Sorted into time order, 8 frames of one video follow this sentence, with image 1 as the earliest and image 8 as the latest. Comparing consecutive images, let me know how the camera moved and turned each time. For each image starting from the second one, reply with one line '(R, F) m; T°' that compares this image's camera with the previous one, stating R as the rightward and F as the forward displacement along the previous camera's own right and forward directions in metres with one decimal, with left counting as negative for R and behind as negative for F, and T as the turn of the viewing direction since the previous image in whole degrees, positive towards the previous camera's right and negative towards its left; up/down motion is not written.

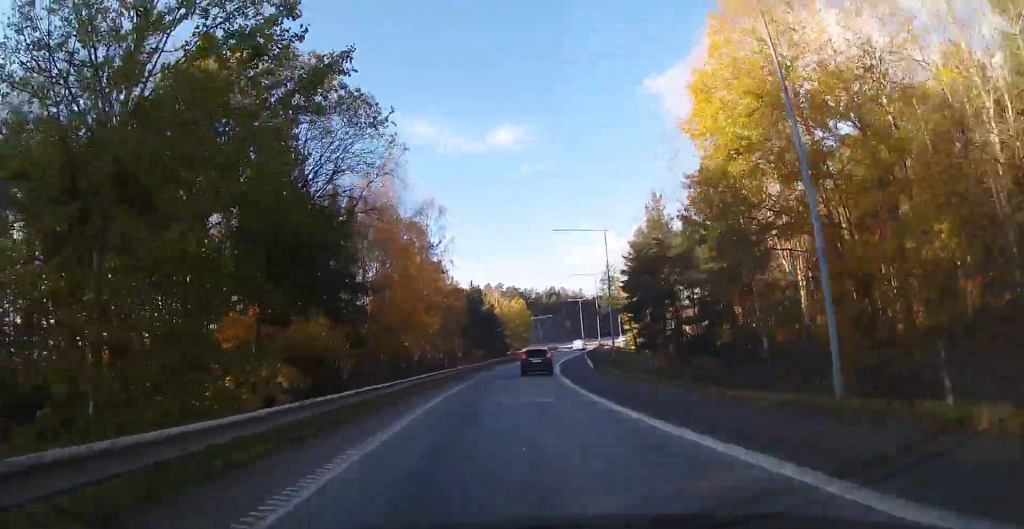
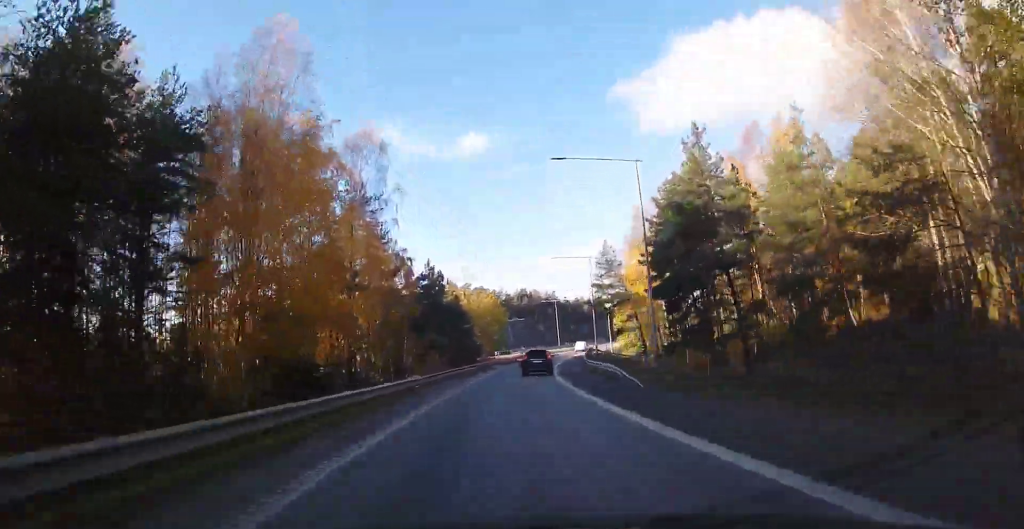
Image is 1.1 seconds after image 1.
(+0.6, +18.6) m; +2°
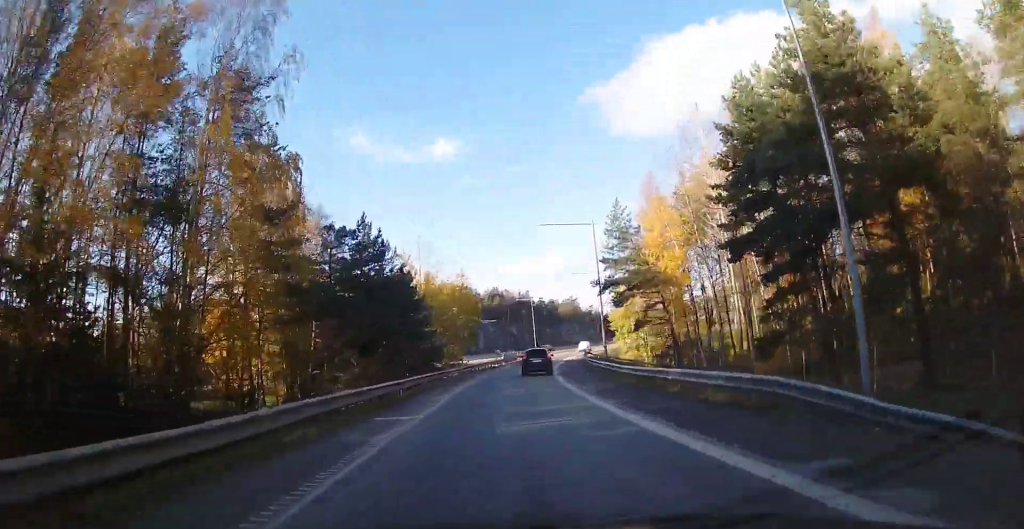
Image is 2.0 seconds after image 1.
(+0.2, +17.7) m; +3°
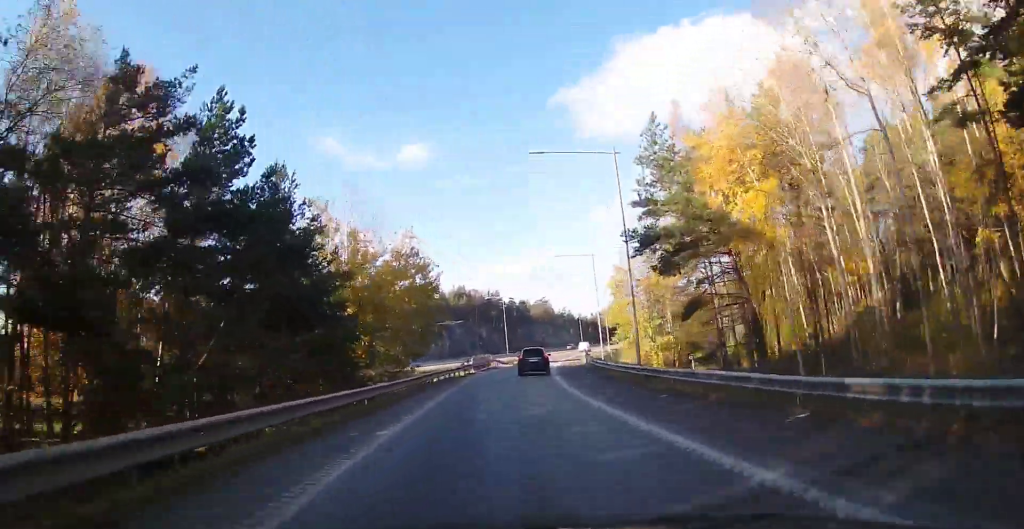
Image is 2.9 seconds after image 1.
(+0.6, +17.3) m; +4°
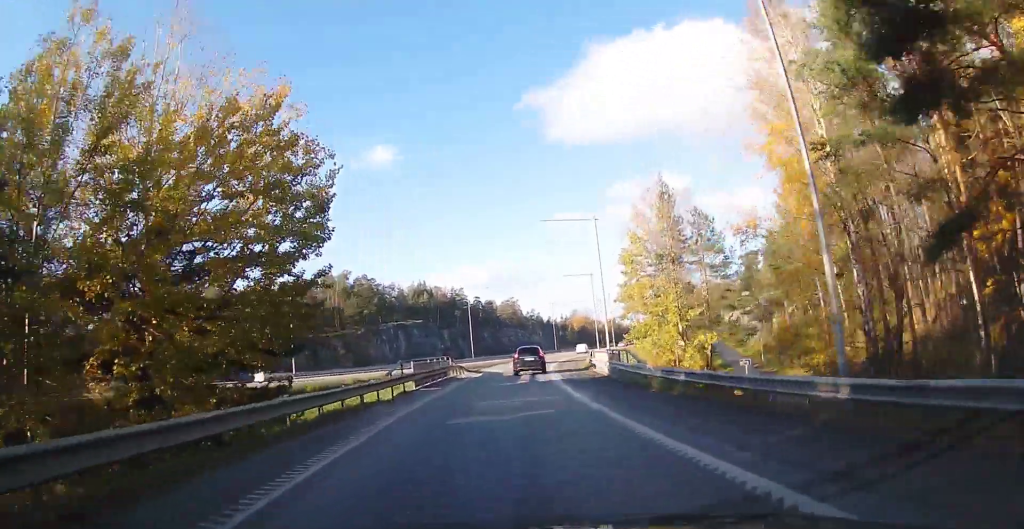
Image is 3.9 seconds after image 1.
(+0.7, +19.1) m; +4°
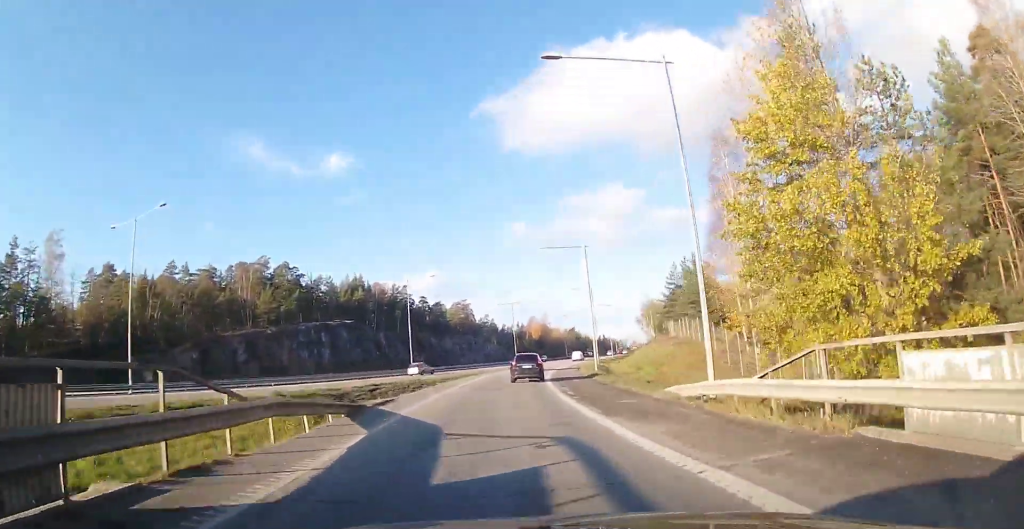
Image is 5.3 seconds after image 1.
(+1.3, +28.2) m; +5°
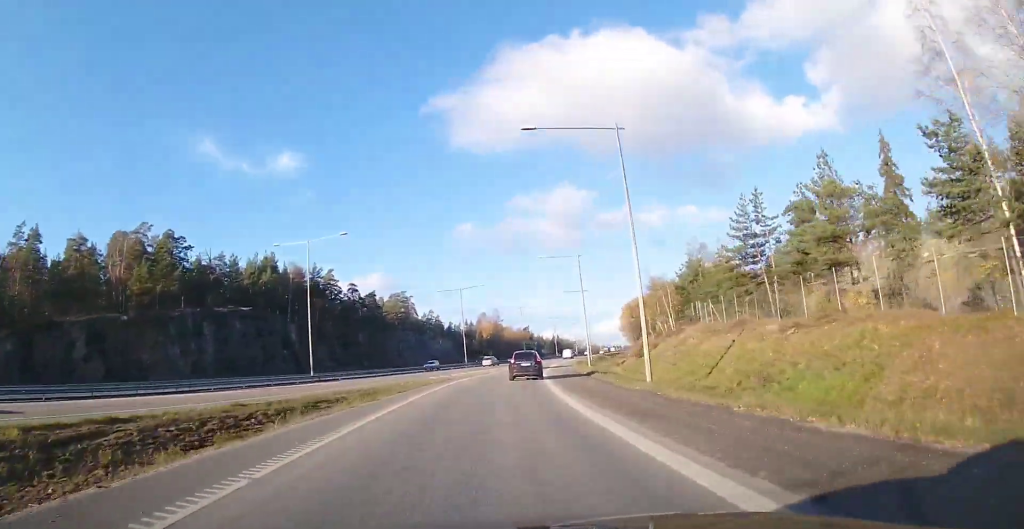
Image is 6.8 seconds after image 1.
(+1.3, +30.0) m; +5°
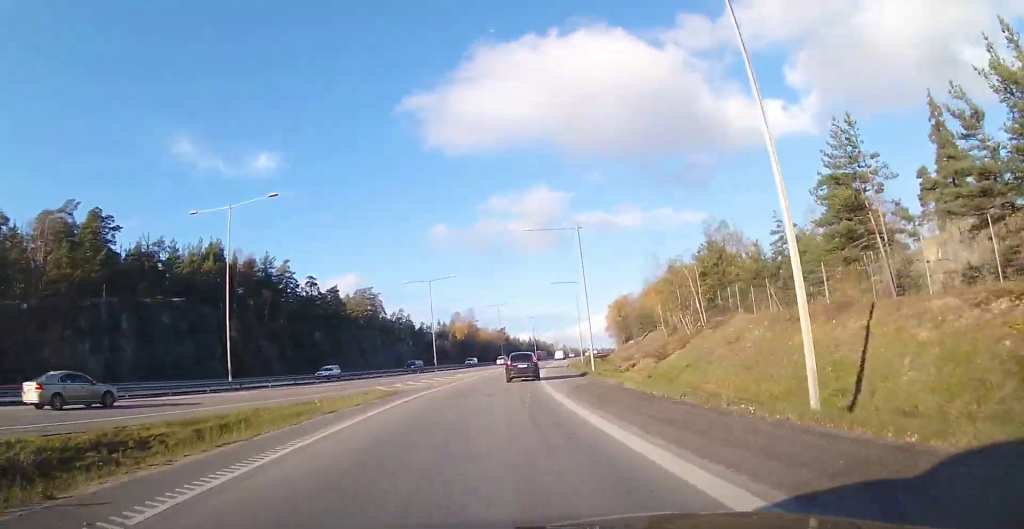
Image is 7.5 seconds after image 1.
(+0.3, +14.6) m; +3°
